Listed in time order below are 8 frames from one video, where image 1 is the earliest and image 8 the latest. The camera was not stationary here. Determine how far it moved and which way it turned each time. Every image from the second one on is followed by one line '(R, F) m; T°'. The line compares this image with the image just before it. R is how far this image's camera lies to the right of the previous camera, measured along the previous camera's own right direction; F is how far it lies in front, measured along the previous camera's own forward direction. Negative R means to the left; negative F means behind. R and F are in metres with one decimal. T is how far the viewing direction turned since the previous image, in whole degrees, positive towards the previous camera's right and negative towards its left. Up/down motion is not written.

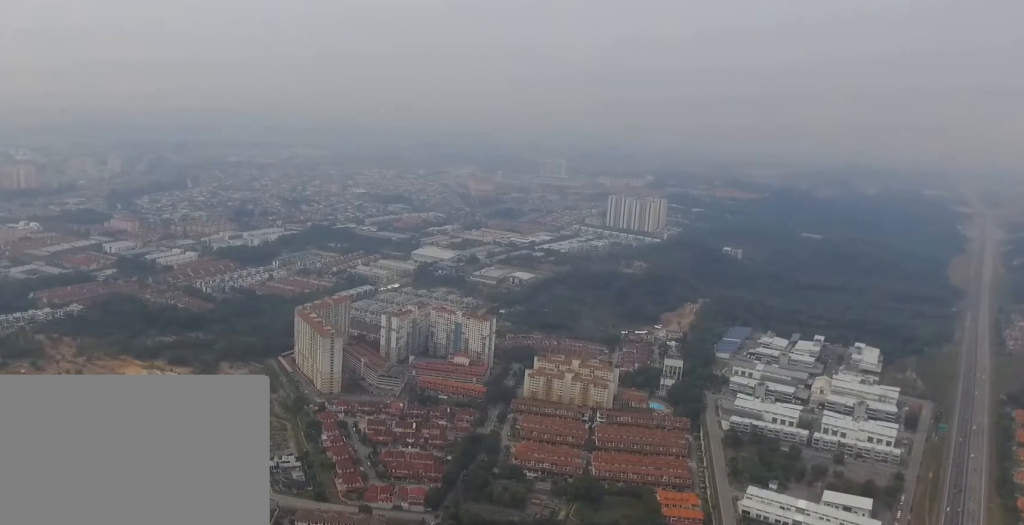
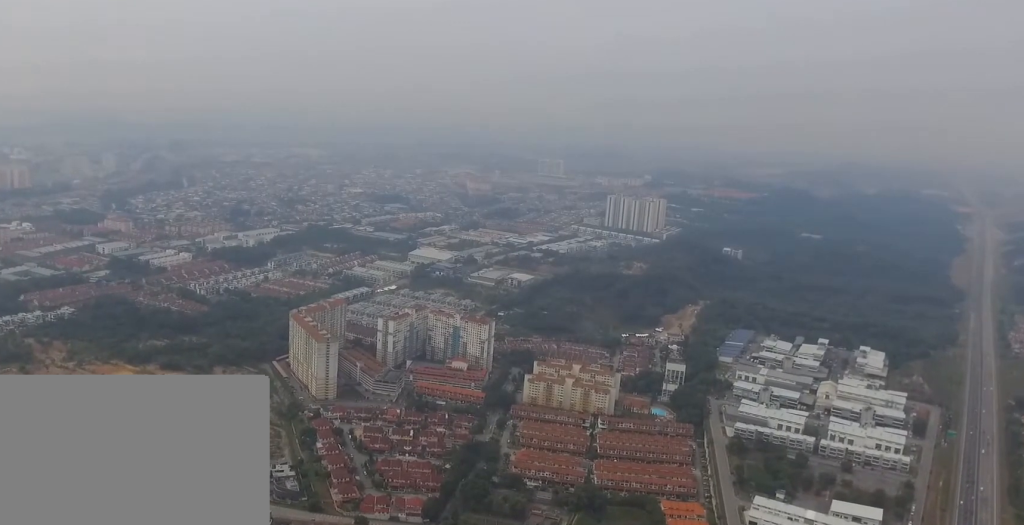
(0.0, +18.1) m; 0°
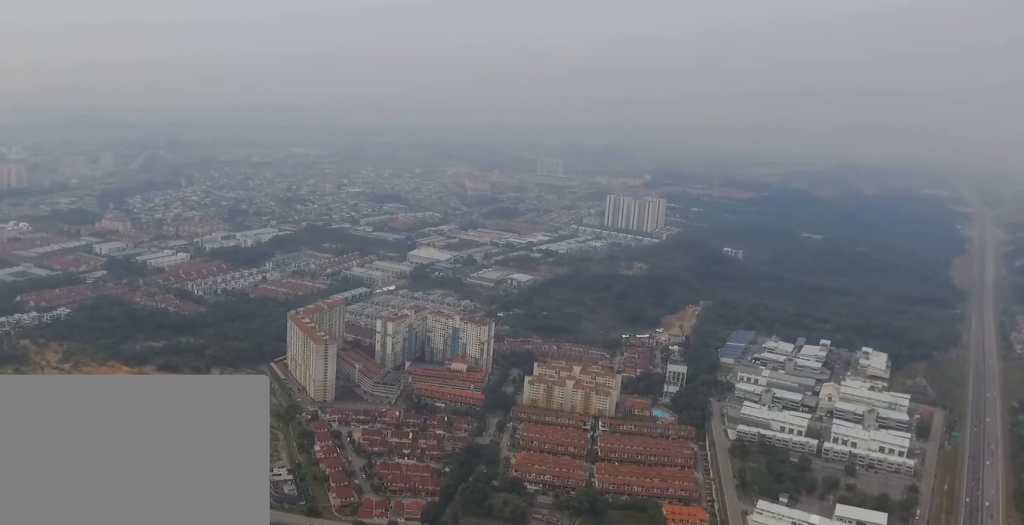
(0.0, +8.2) m; 0°
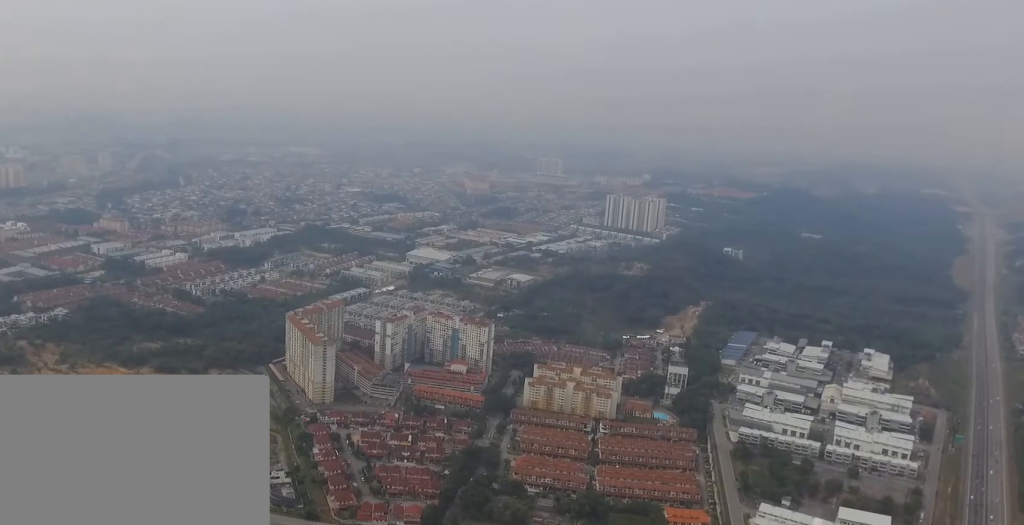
(0.0, +6.1) m; 0°
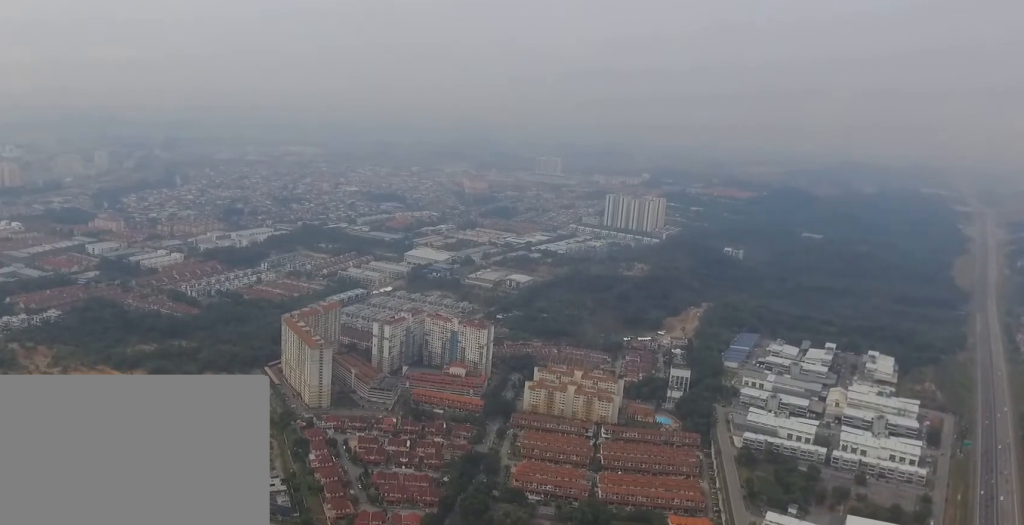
(0.0, +14.3) m; 0°
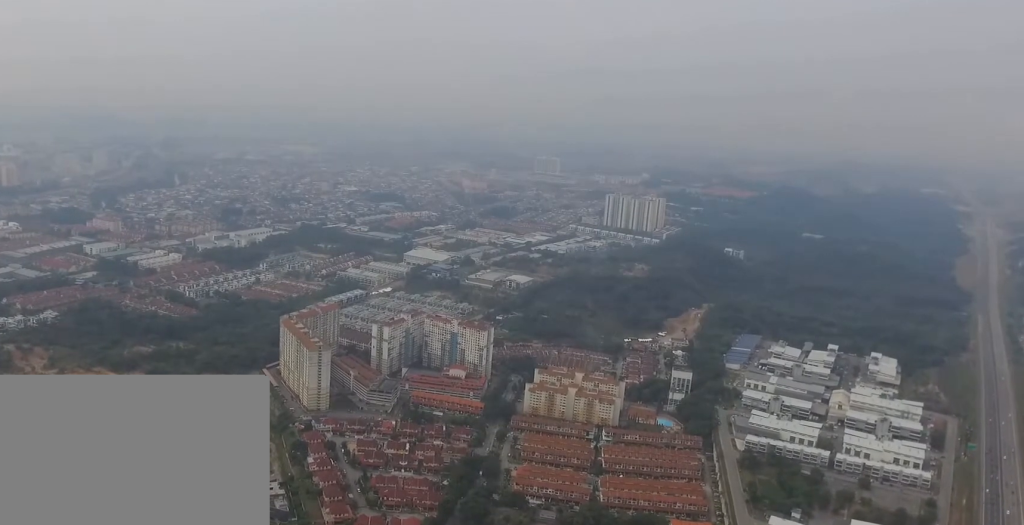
(0.0, +7.0) m; 0°
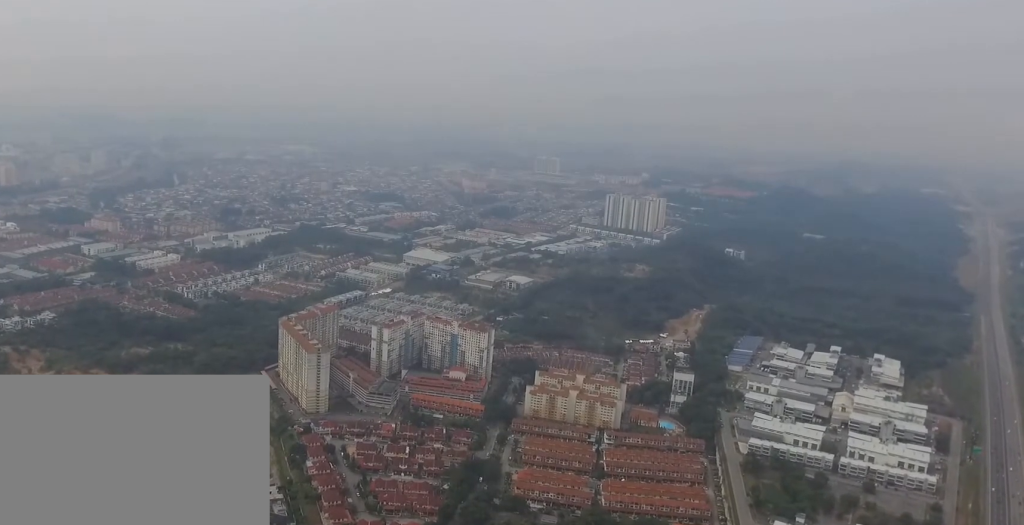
(0.0, +7.4) m; 0°
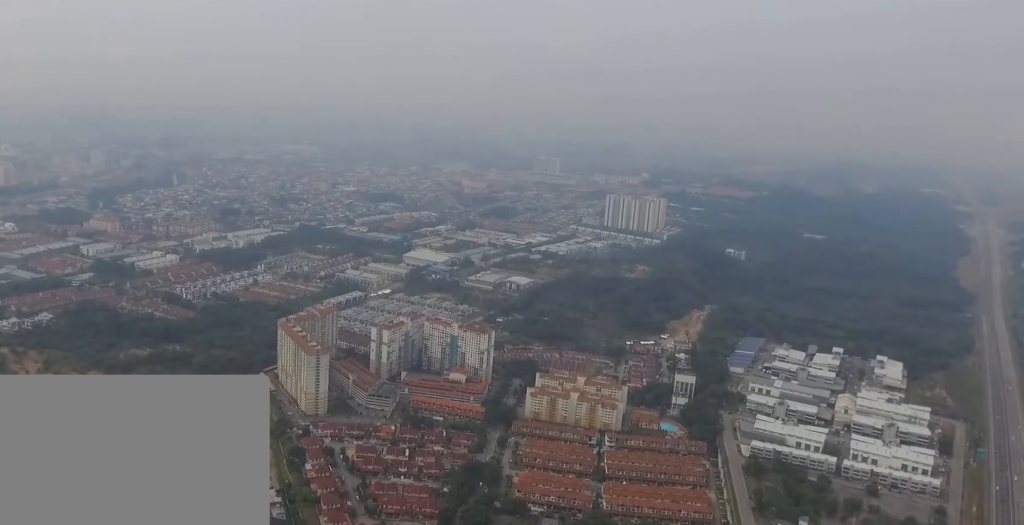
(0.0, +4.8) m; 0°
